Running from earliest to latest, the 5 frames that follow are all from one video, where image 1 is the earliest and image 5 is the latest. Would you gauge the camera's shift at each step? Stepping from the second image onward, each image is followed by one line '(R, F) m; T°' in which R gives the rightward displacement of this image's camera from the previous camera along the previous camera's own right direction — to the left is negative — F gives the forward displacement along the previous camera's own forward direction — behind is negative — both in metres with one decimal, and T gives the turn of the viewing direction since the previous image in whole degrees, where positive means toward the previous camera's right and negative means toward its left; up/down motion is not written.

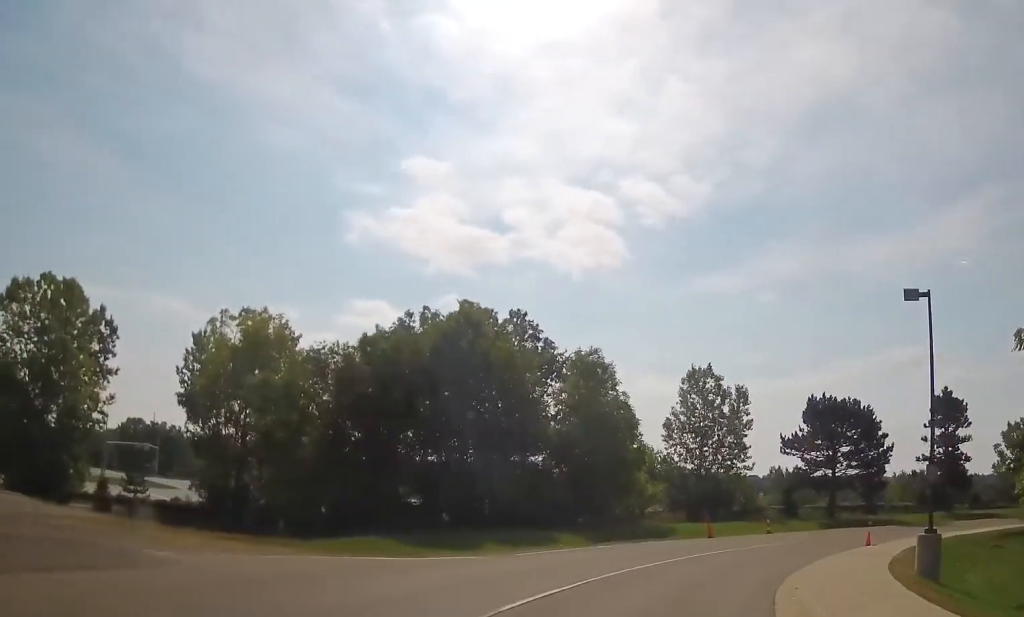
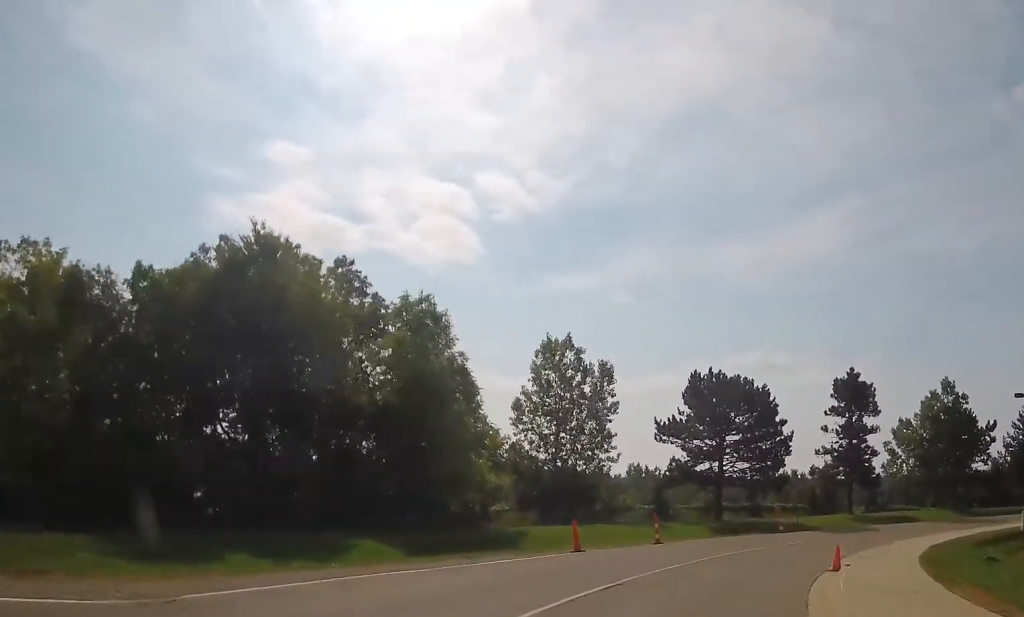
(+0.6, +10.9) m; +9°
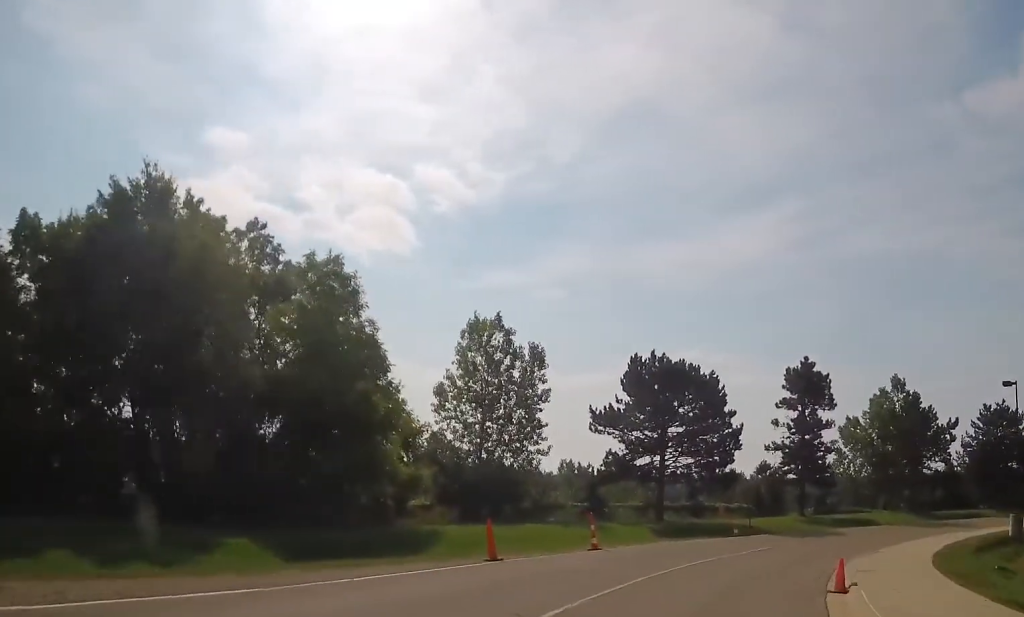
(-0.1, +4.7) m; +5°
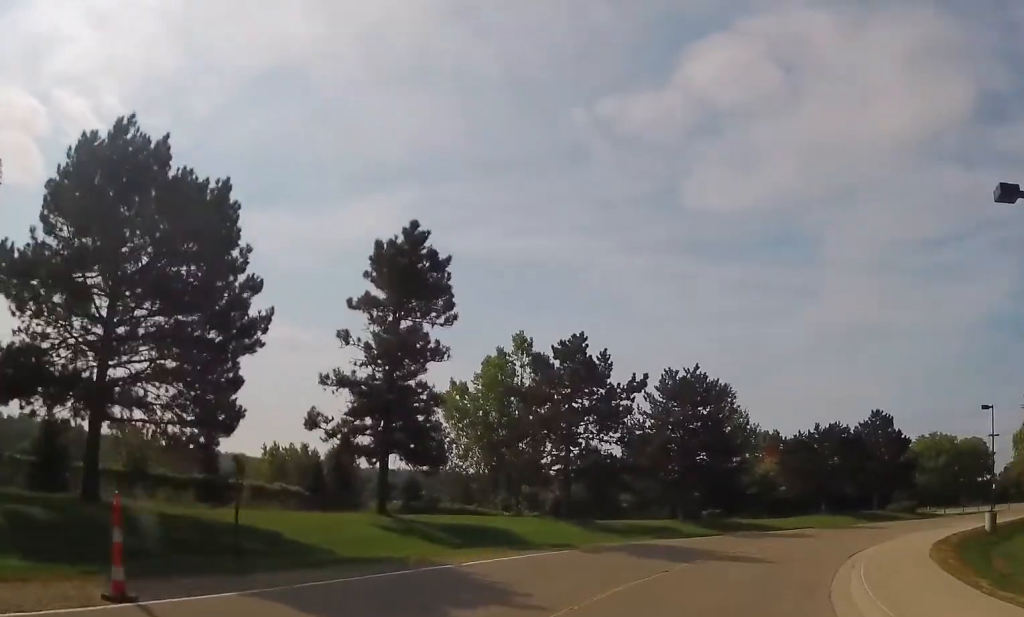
(+7.8, +21.1) m; +34°
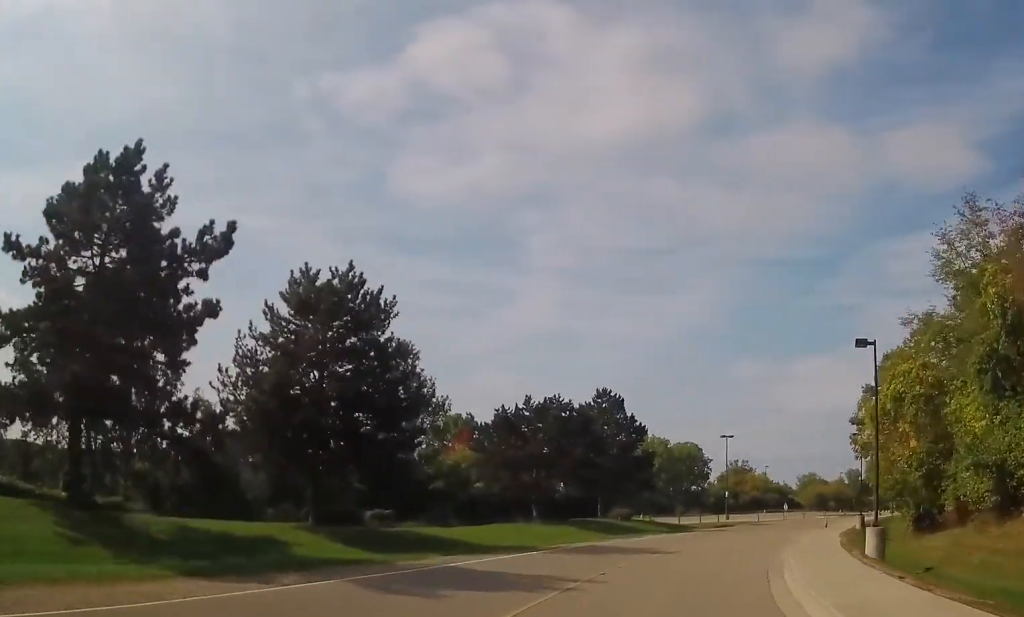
(+4.4, +19.8) m; +27°
